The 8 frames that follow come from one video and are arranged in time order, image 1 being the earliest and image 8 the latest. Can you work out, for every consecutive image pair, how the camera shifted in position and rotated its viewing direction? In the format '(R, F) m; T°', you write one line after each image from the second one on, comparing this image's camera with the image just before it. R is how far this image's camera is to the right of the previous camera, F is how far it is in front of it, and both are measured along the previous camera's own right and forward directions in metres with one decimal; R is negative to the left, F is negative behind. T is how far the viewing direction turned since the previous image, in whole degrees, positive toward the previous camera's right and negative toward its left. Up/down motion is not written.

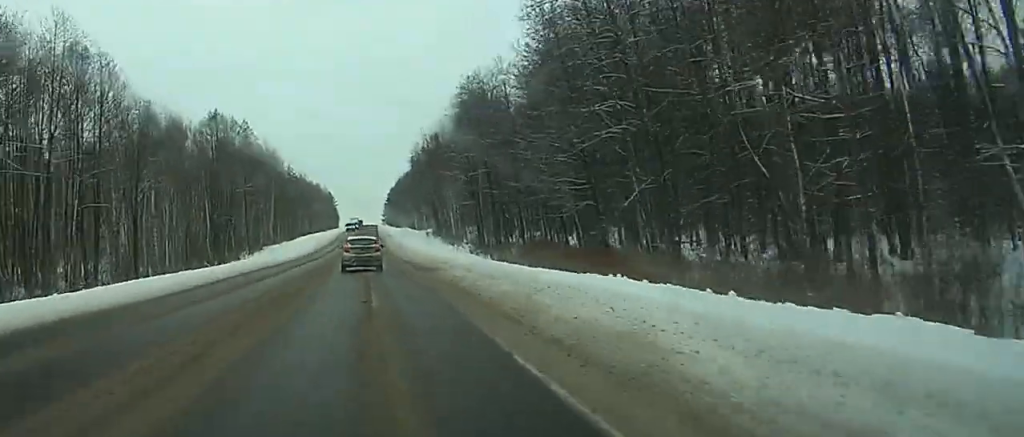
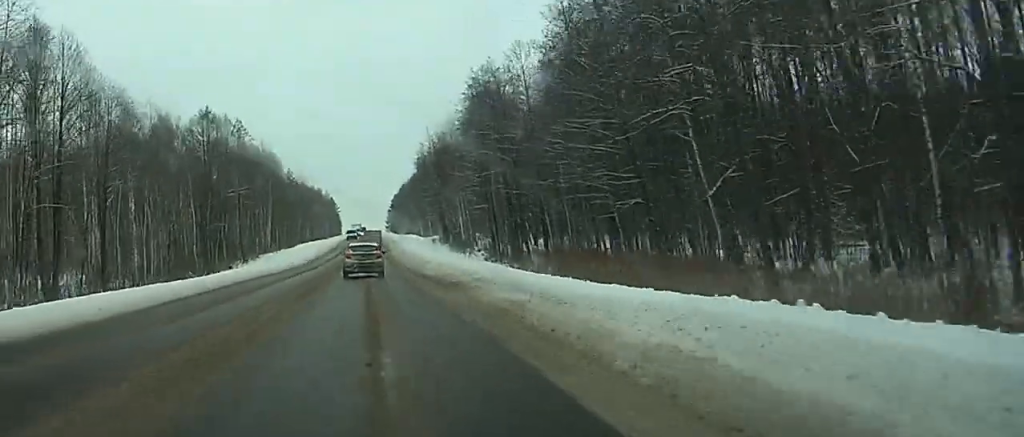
(-0.2, +8.2) m; -2°
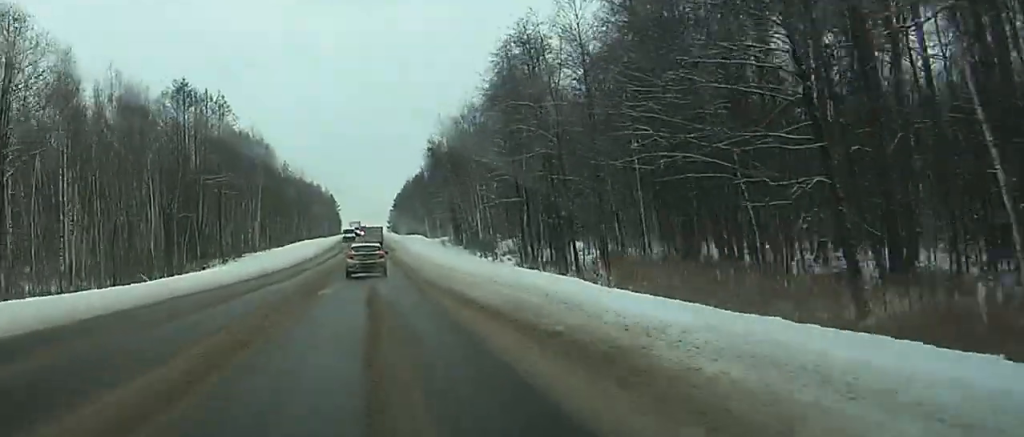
(-0.2, +15.5) m; -1°
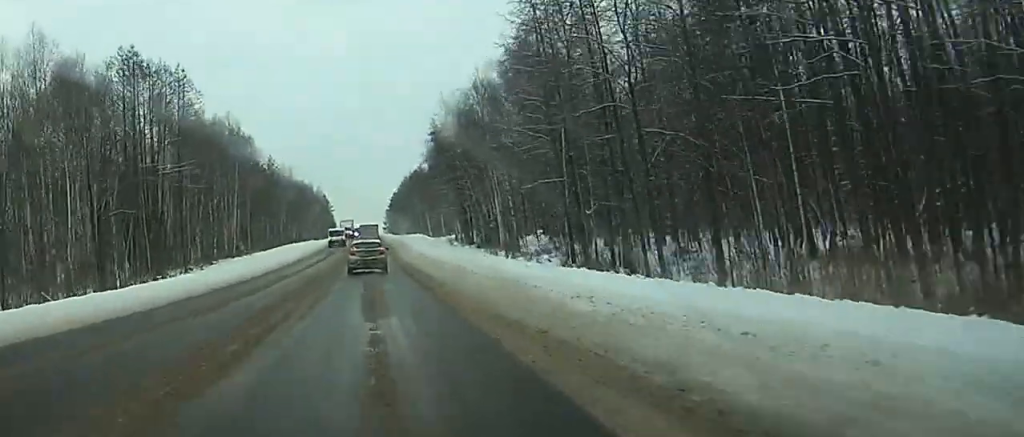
(-0.1, +15.7) m; 0°
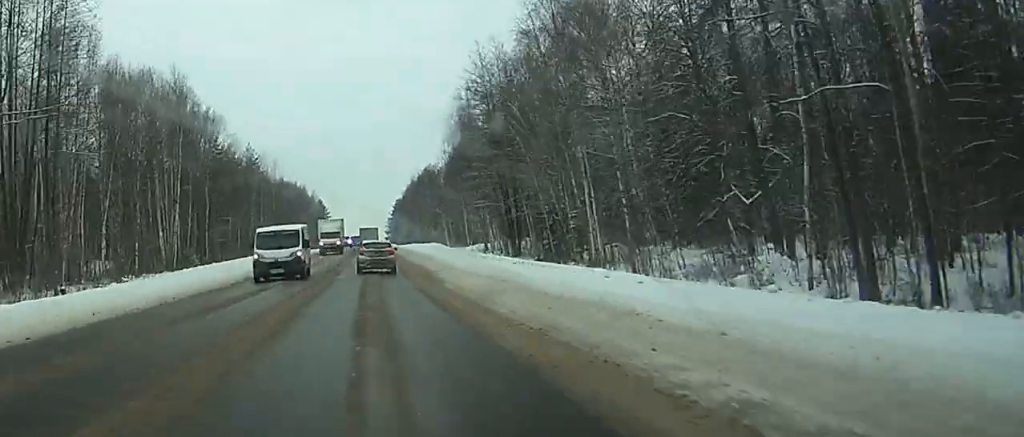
(-0.2, +31.2) m; 0°
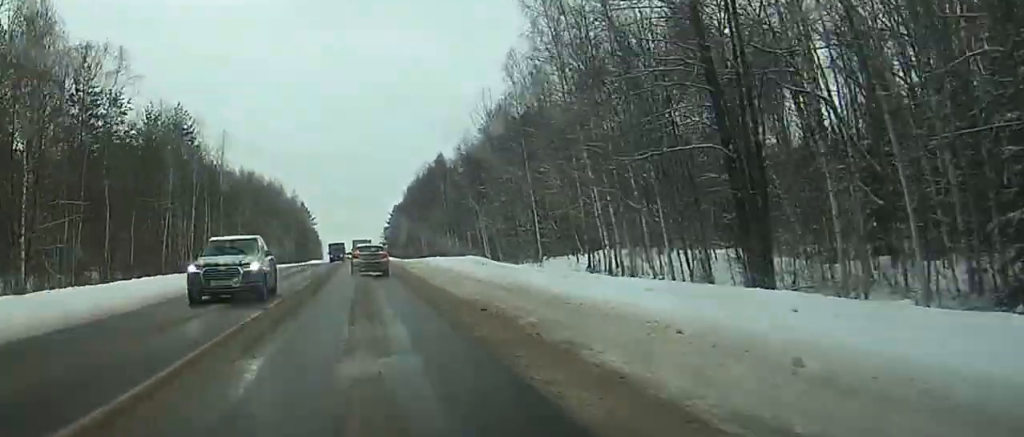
(+0.4, +55.3) m; +1°
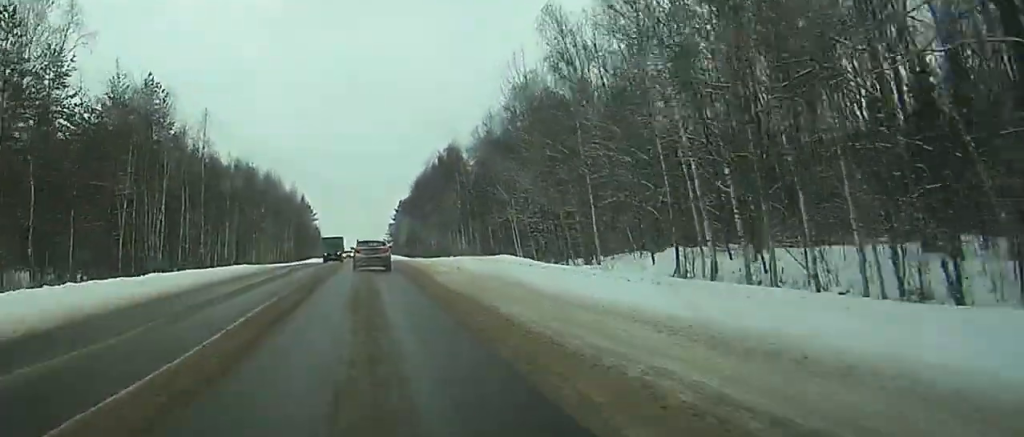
(+0.1, +16.2) m; 0°
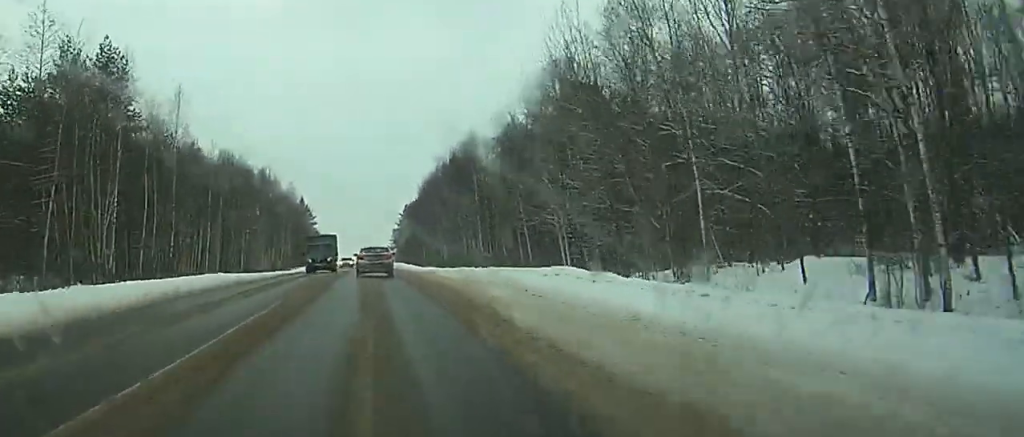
(-0.1, +16.3) m; 0°
